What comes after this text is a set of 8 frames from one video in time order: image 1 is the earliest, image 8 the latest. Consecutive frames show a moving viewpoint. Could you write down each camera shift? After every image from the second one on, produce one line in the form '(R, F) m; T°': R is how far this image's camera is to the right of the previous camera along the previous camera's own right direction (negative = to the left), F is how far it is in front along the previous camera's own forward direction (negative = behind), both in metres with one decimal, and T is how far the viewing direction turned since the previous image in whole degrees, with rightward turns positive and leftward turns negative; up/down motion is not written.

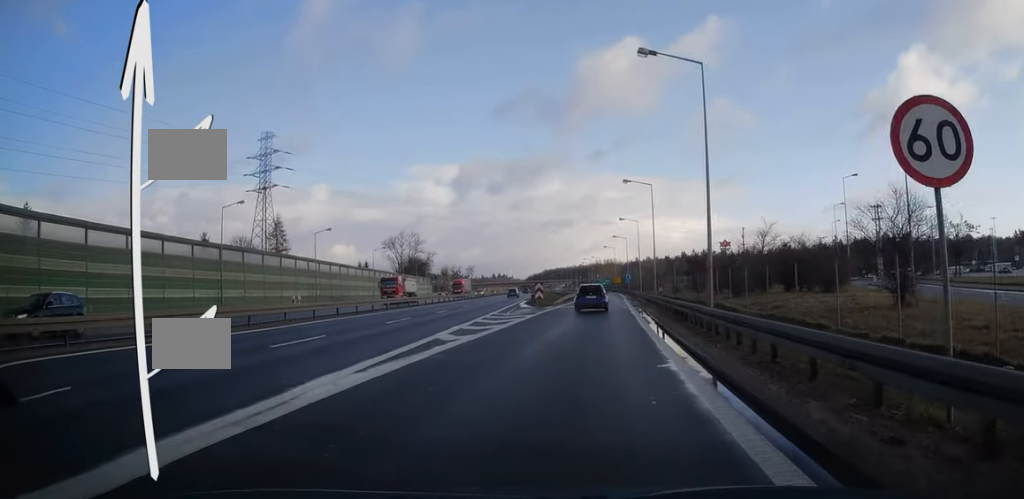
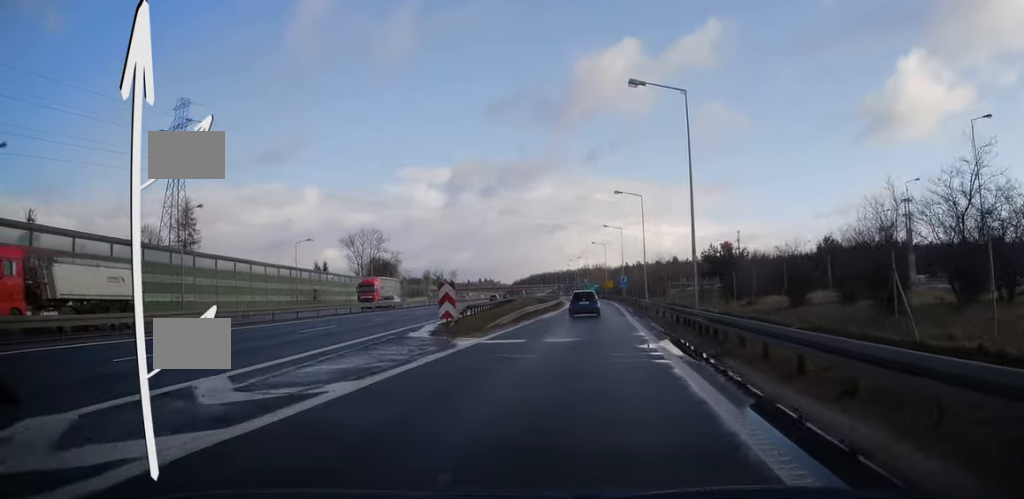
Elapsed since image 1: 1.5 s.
(+0.3, +27.0) m; +1°
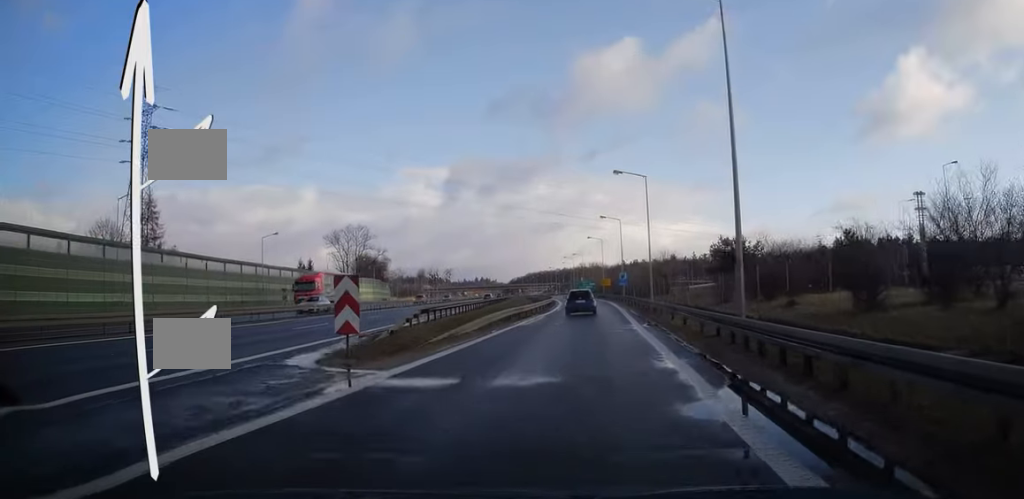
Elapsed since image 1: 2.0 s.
(+0.1, +8.9) m; 0°
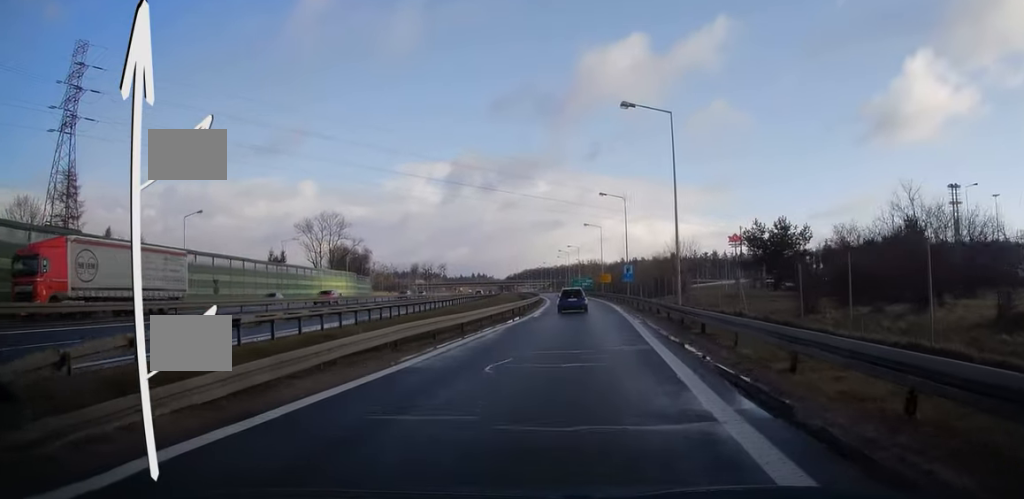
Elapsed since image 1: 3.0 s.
(0.0, +17.0) m; 0°
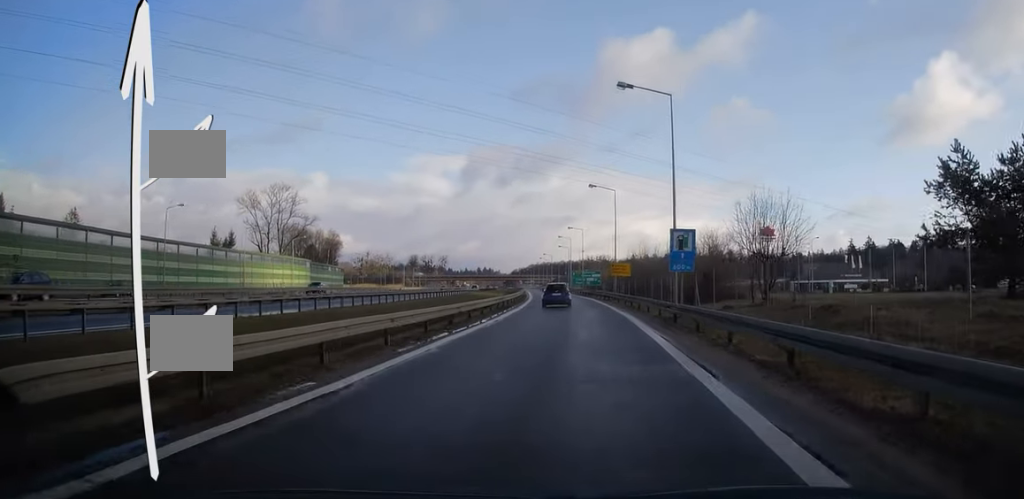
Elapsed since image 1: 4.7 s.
(-0.1, +31.8) m; -1°
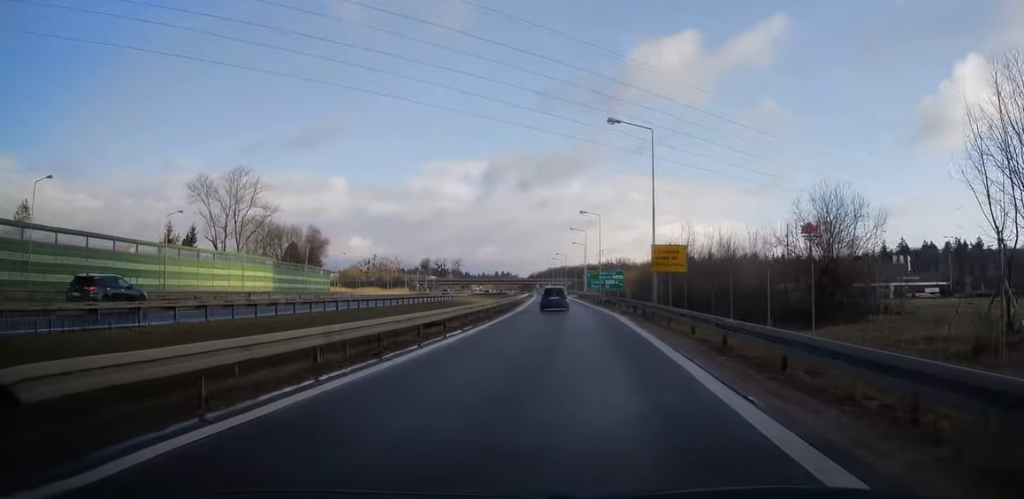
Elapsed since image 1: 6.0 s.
(-0.3, +23.6) m; -1°
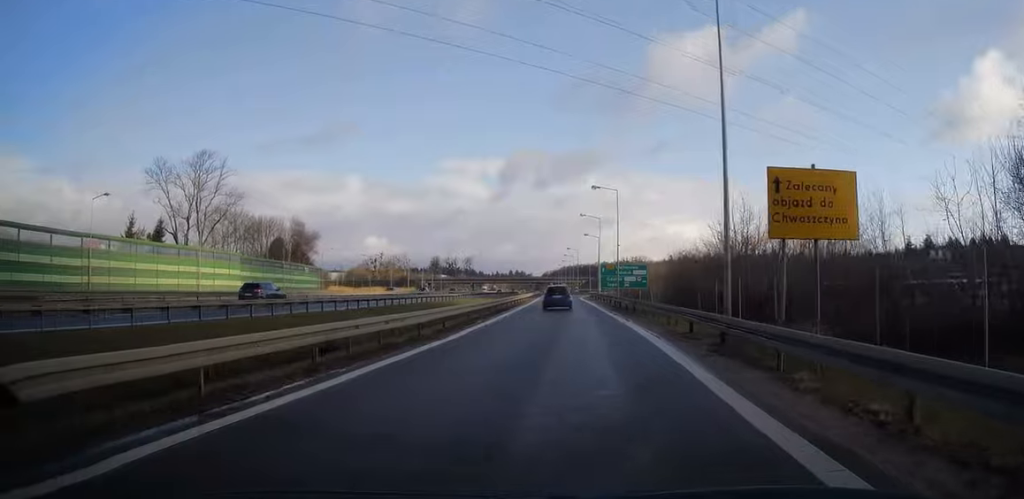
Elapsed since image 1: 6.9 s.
(-0.1, +15.9) m; -1°
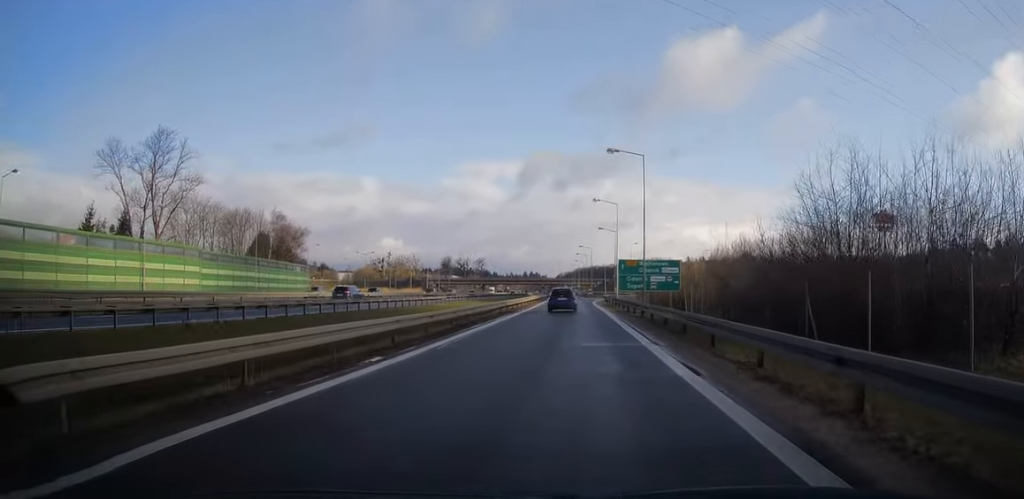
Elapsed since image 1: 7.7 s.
(-0.2, +14.9) m; -1°
